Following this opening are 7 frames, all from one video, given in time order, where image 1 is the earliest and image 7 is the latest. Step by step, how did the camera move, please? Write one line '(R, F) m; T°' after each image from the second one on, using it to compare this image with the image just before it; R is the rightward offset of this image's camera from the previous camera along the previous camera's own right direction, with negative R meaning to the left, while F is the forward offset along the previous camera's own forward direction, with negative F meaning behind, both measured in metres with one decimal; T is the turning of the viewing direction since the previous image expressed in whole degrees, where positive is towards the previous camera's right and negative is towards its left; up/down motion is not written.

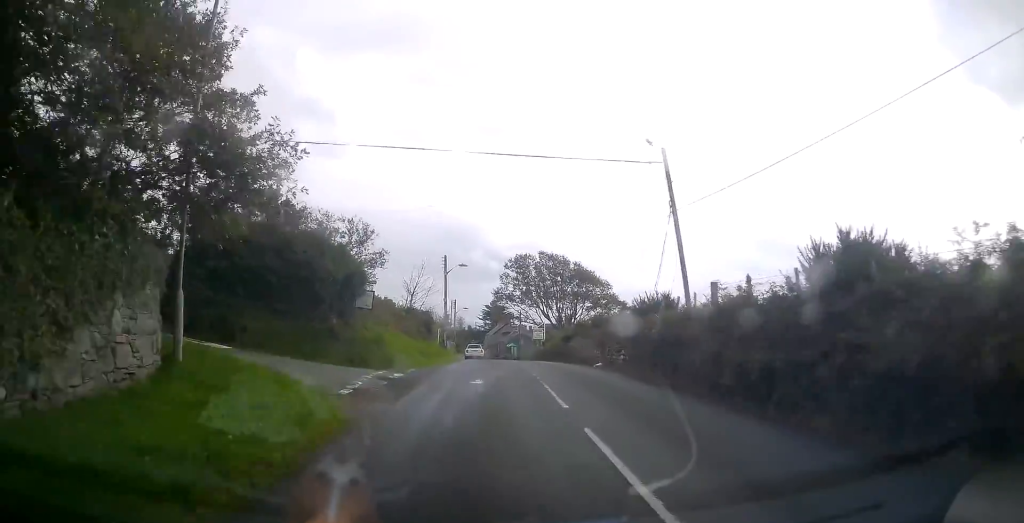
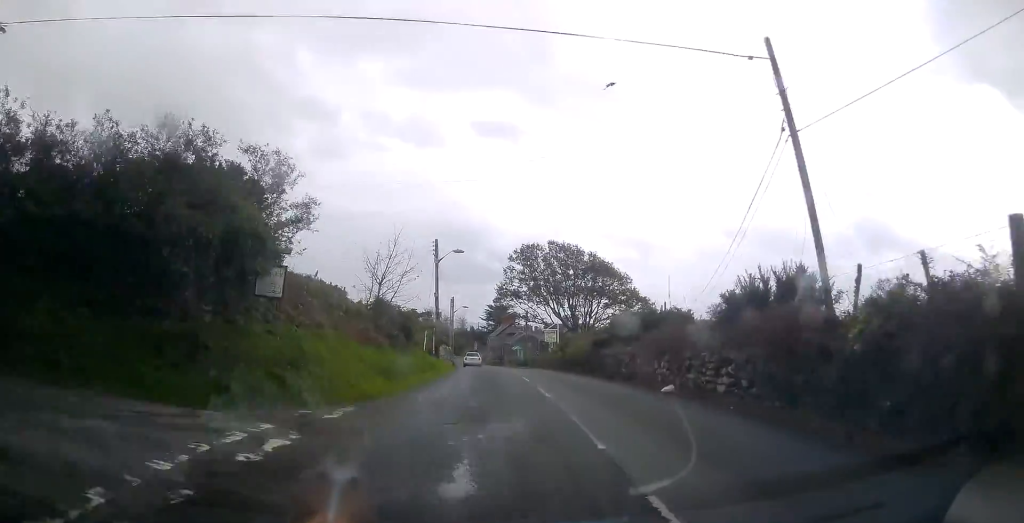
(-0.1, +9.2) m; -1°
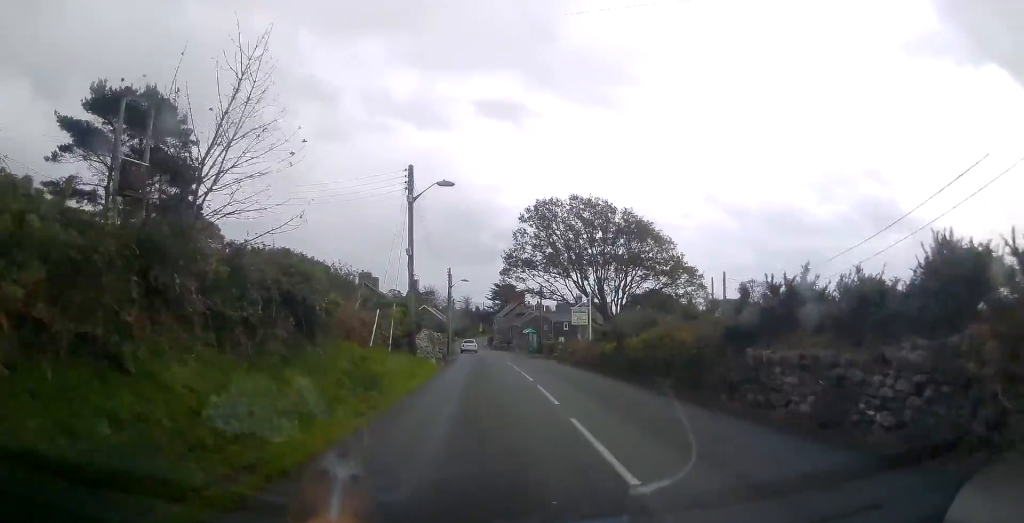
(-0.1, +13.3) m; -1°
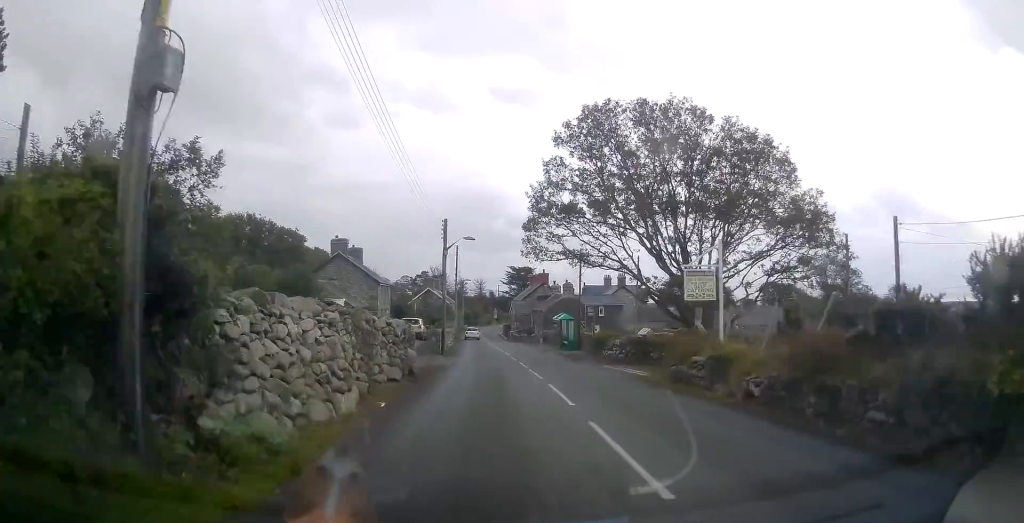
(-0.2, +17.8) m; -1°
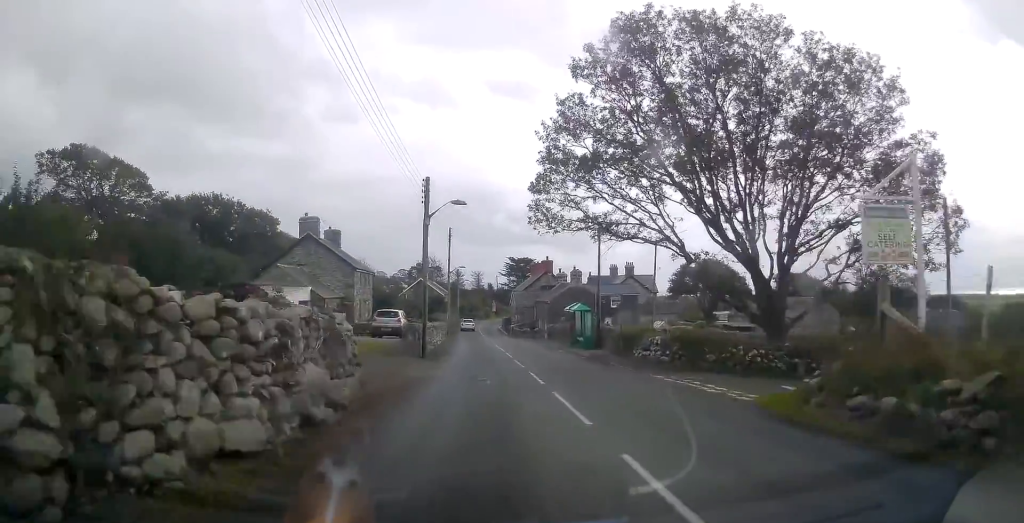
(0.0, +8.1) m; 0°
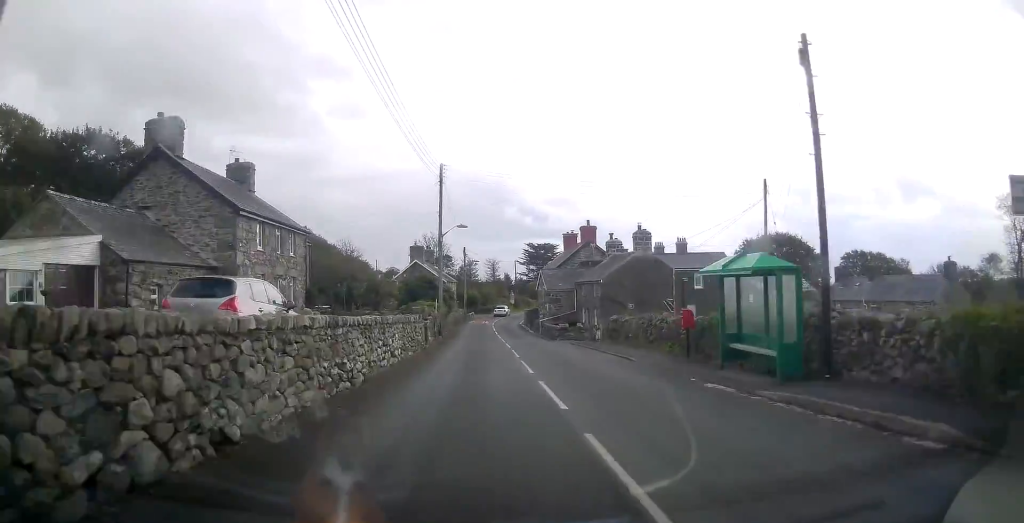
(0.0, +22.7) m; -1°
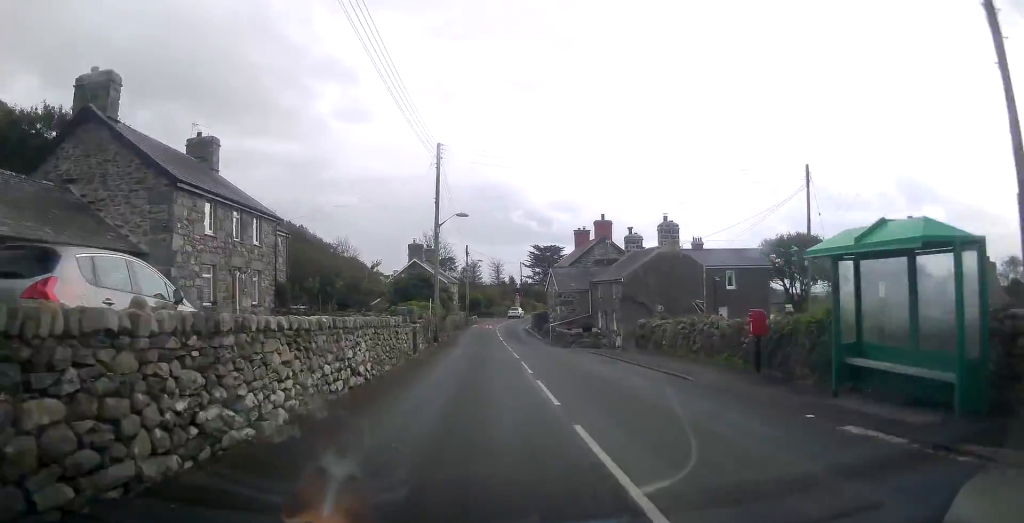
(-0.1, +5.0) m; 0°
